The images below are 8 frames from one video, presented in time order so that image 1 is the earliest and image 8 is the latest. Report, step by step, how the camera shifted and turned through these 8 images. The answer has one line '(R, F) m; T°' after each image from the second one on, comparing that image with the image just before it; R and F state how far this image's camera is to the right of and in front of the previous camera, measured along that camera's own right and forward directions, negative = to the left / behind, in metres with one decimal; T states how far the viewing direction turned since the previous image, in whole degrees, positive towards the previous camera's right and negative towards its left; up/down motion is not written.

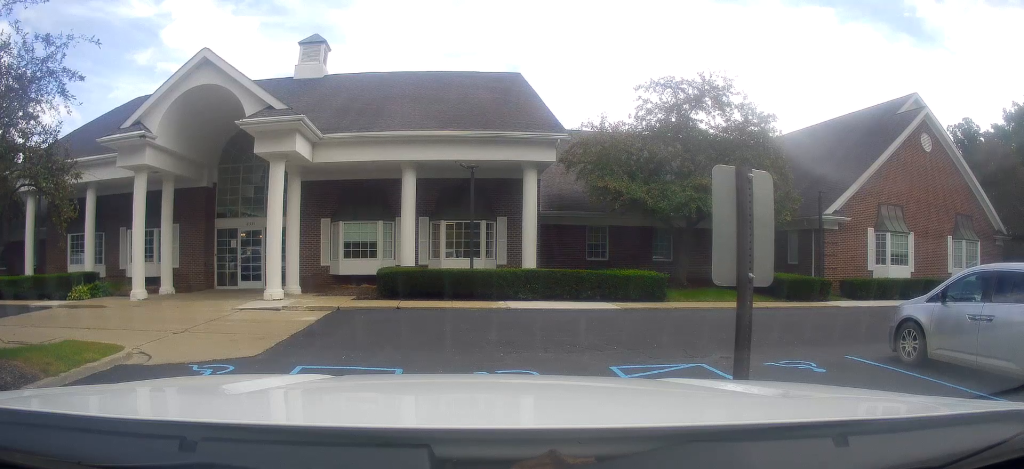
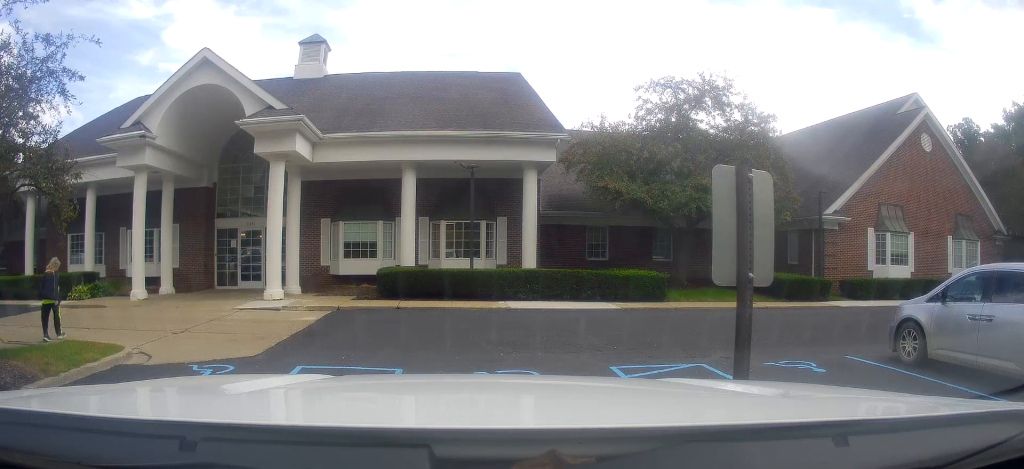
(0.0, 0.0) m; 0°
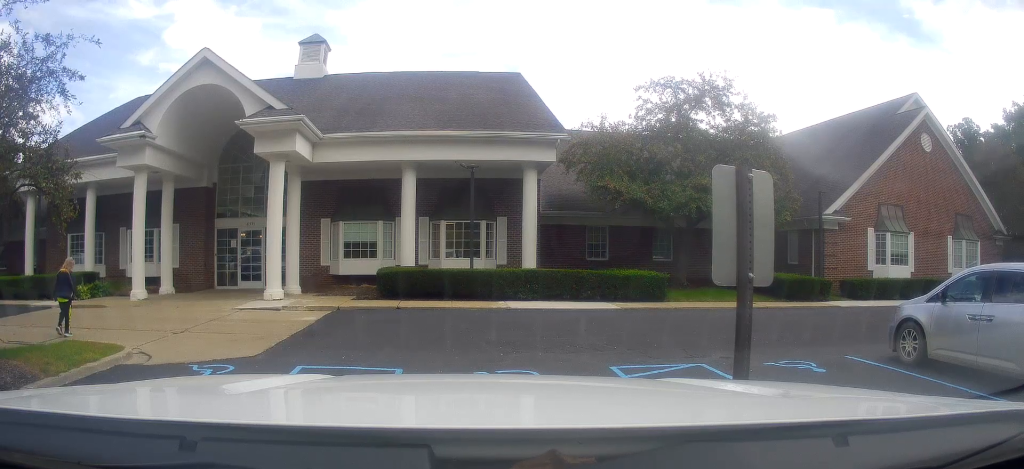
(0.0, 0.0) m; 0°
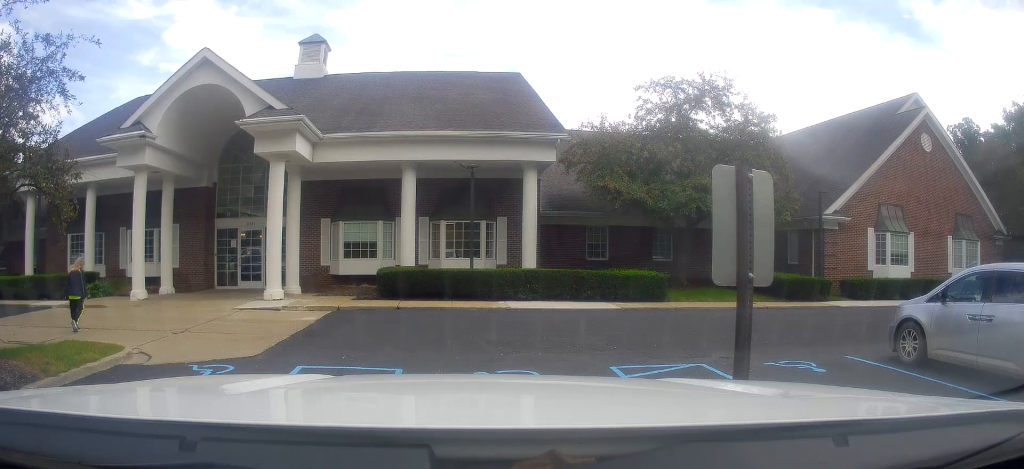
(0.0, 0.0) m; 0°
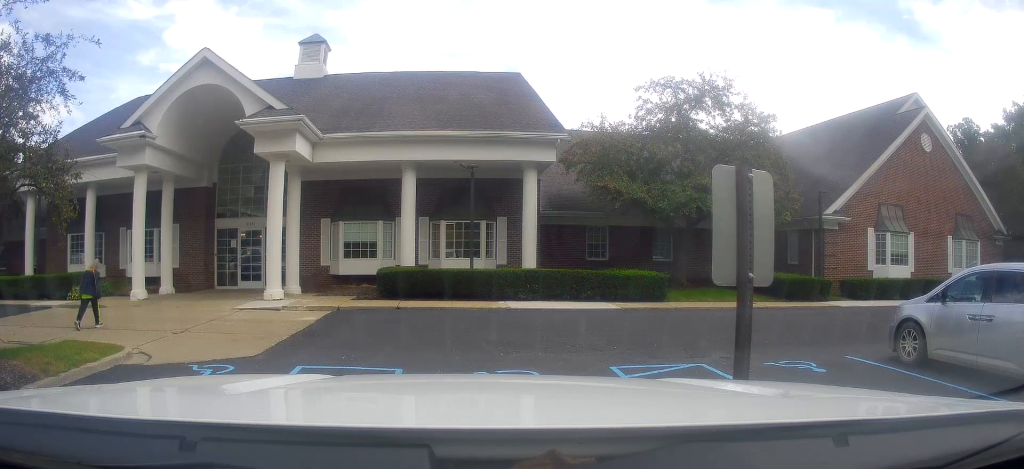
(0.0, 0.0) m; 0°
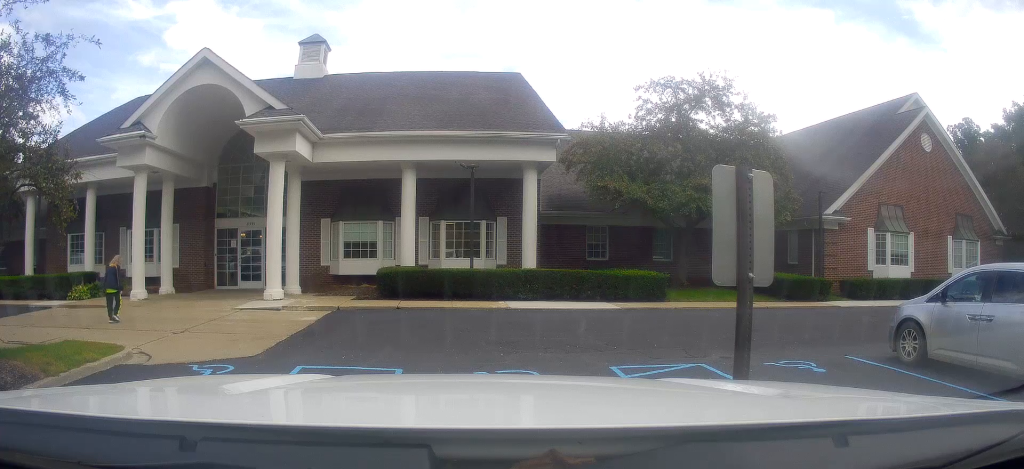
(0.0, 0.0) m; 0°
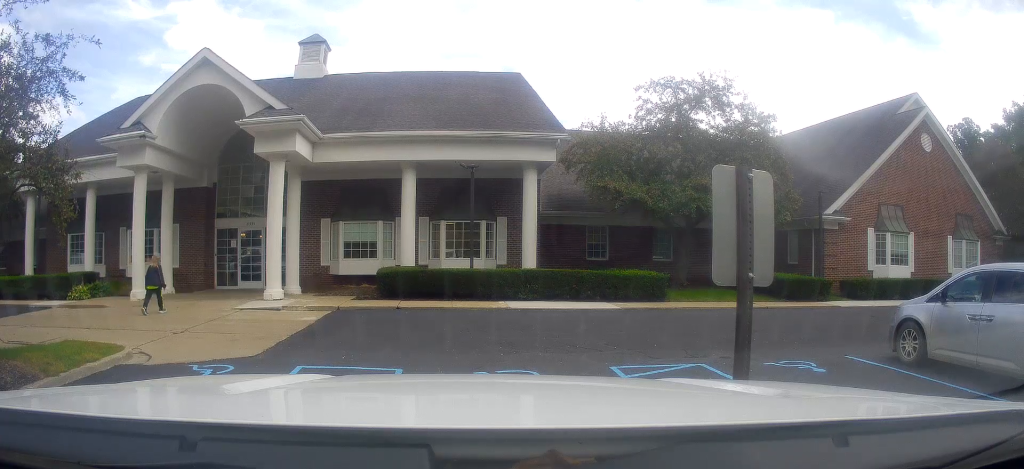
(0.0, 0.0) m; 0°
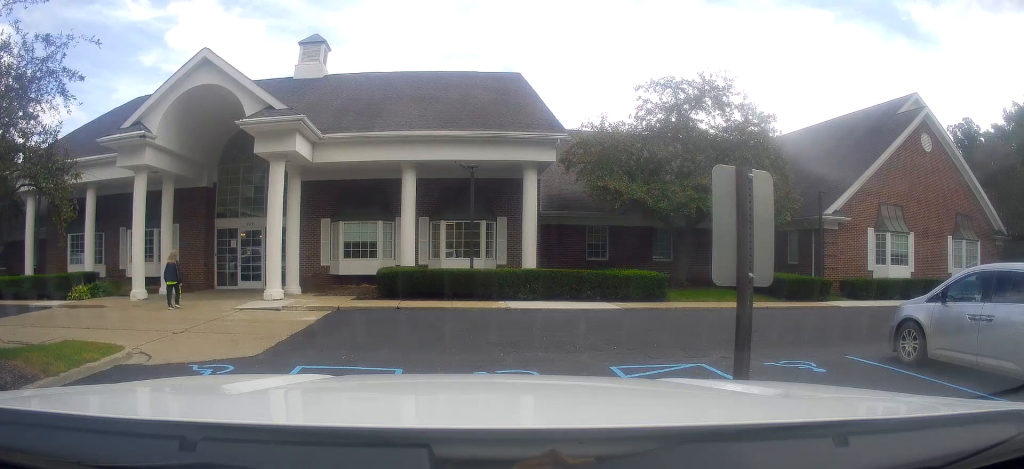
(0.0, 0.0) m; 0°
